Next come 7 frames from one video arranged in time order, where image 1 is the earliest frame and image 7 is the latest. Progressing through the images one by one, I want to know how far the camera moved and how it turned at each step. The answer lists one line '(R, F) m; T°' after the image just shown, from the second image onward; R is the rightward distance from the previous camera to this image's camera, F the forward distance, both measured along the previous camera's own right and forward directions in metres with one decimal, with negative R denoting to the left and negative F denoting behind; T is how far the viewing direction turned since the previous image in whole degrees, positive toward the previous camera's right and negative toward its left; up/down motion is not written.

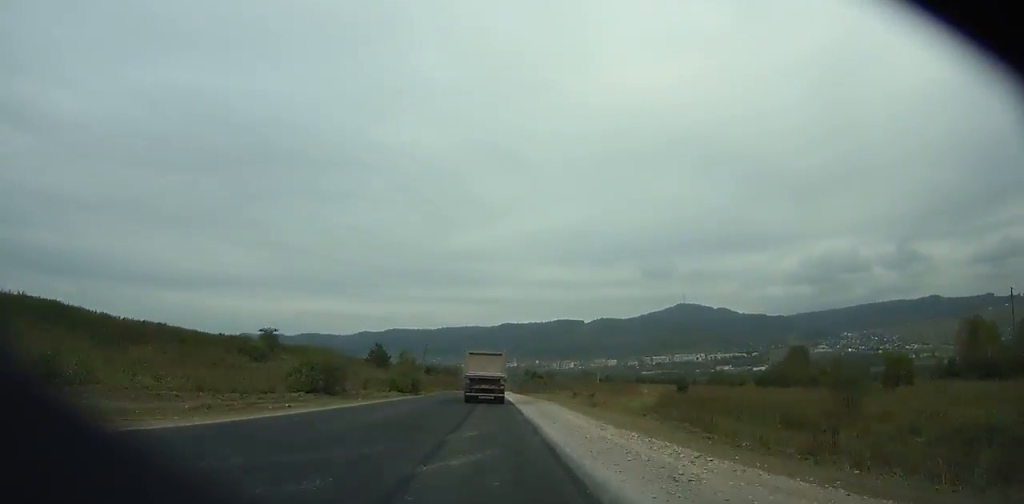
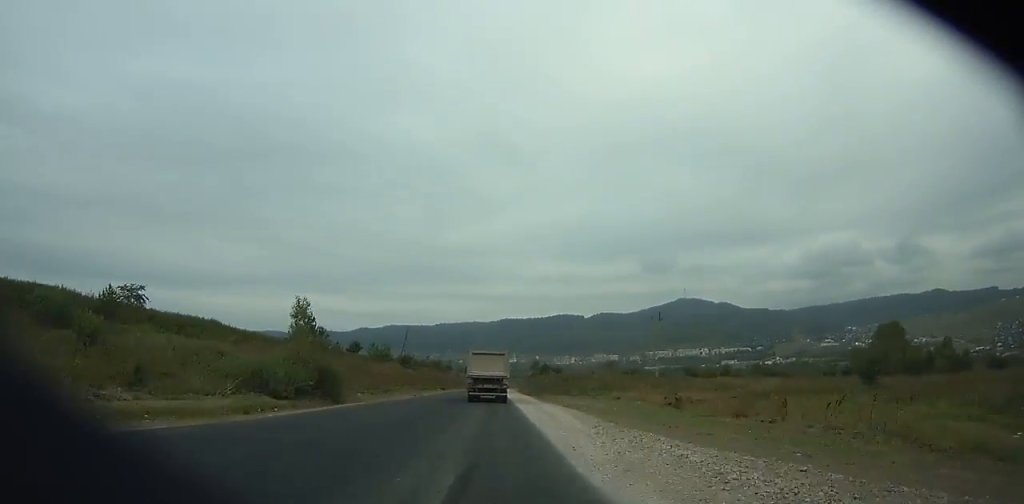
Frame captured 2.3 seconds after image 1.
(0.0, +46.1) m; 0°
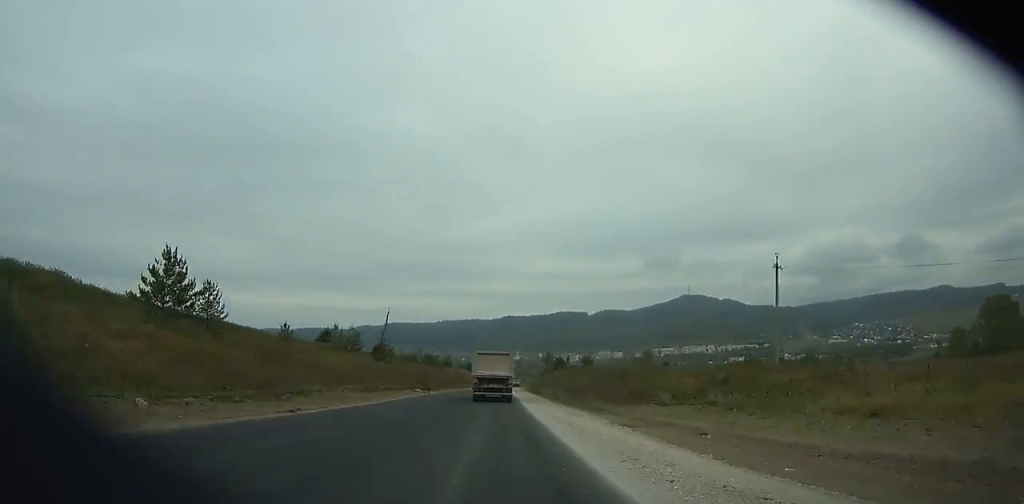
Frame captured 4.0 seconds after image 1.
(+0.1, +34.4) m; 0°
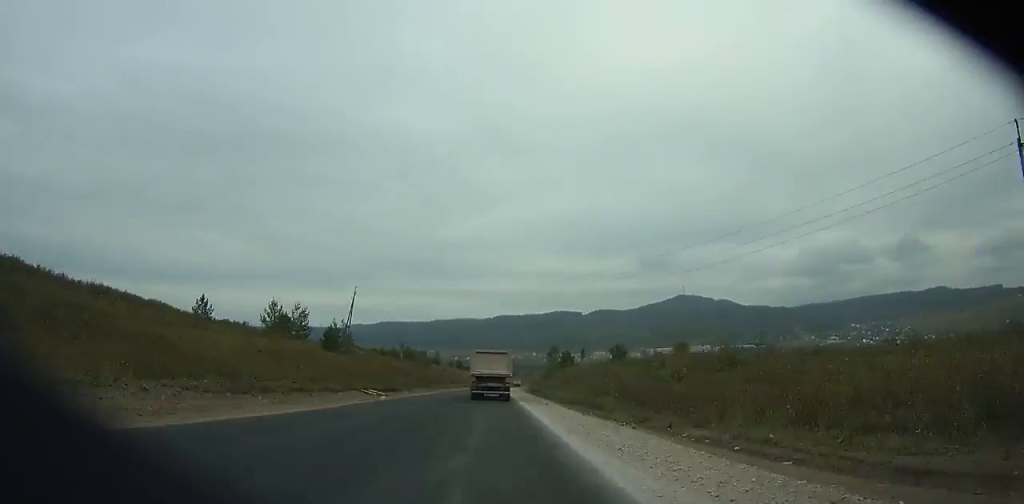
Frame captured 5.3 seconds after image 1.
(0.0, +26.3) m; 0°
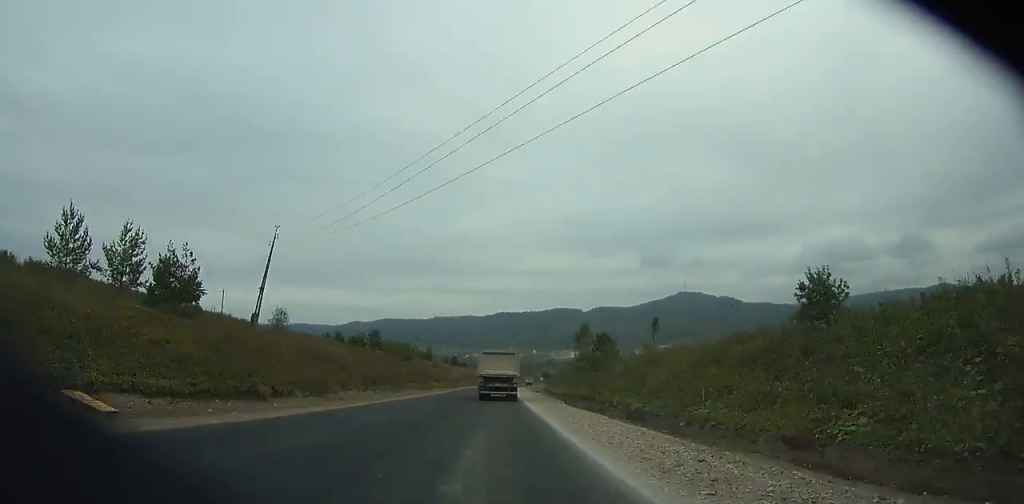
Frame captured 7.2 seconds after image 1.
(+0.2, +38.8) m; +1°
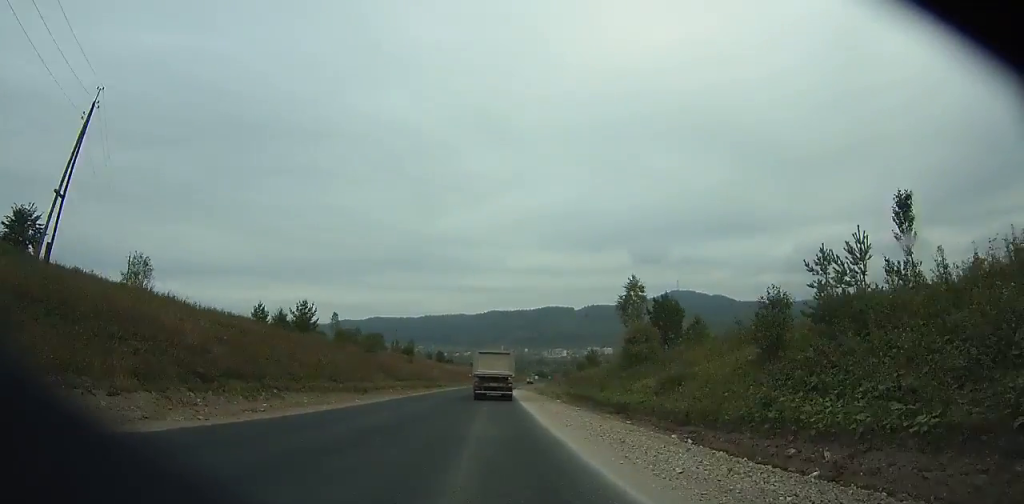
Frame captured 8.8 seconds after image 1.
(-0.1, +32.7) m; +1°
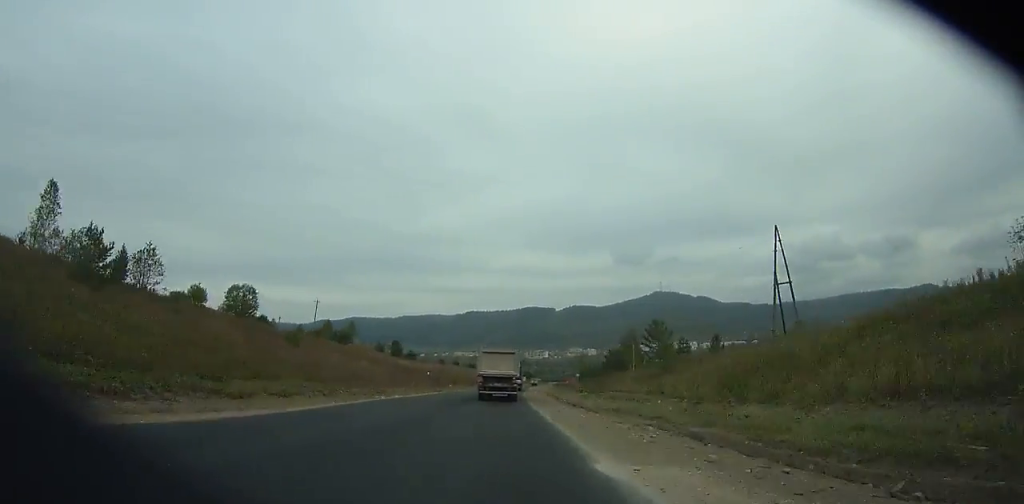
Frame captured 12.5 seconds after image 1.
(+1.4, +75.8) m; +2°
